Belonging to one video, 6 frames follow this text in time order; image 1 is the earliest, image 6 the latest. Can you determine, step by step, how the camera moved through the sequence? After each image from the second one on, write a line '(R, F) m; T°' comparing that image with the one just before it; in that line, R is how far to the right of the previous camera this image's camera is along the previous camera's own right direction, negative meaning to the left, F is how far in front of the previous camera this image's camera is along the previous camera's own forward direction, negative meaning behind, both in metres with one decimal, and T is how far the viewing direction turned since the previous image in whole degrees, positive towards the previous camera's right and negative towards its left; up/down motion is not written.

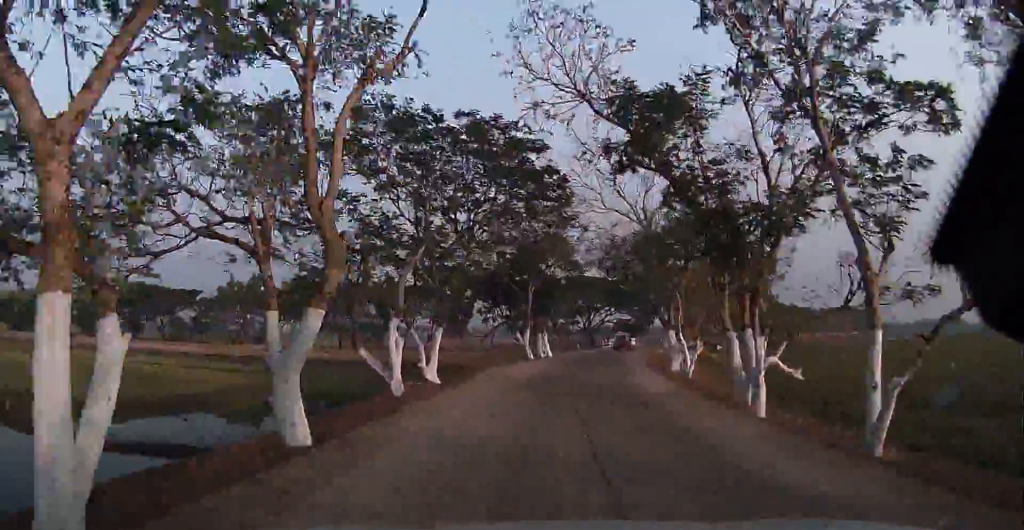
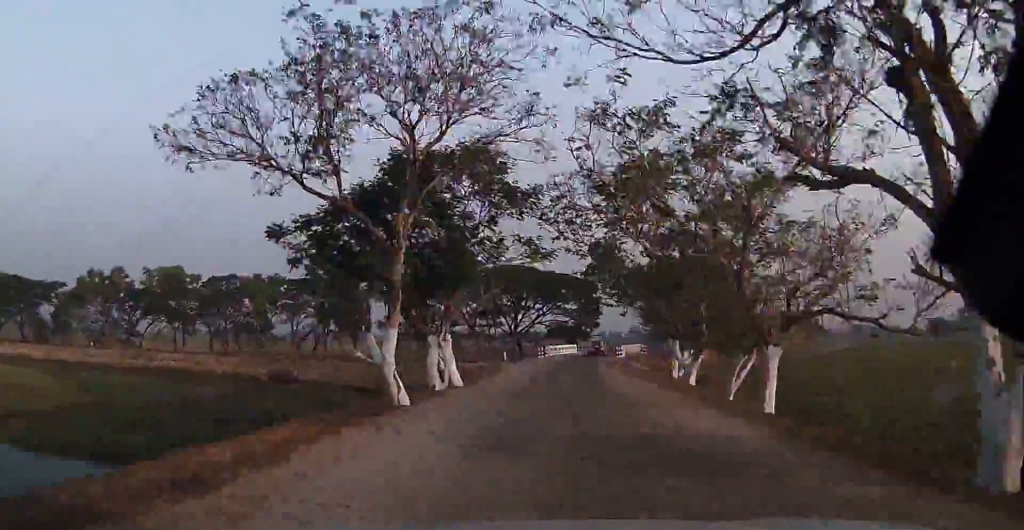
(+1.7, +25.1) m; +6°
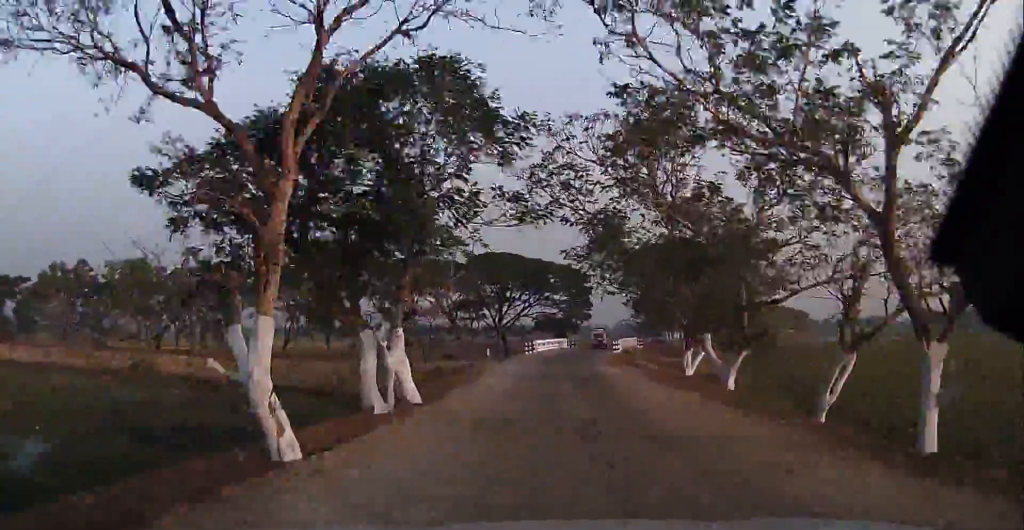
(+0.2, +7.2) m; +1°
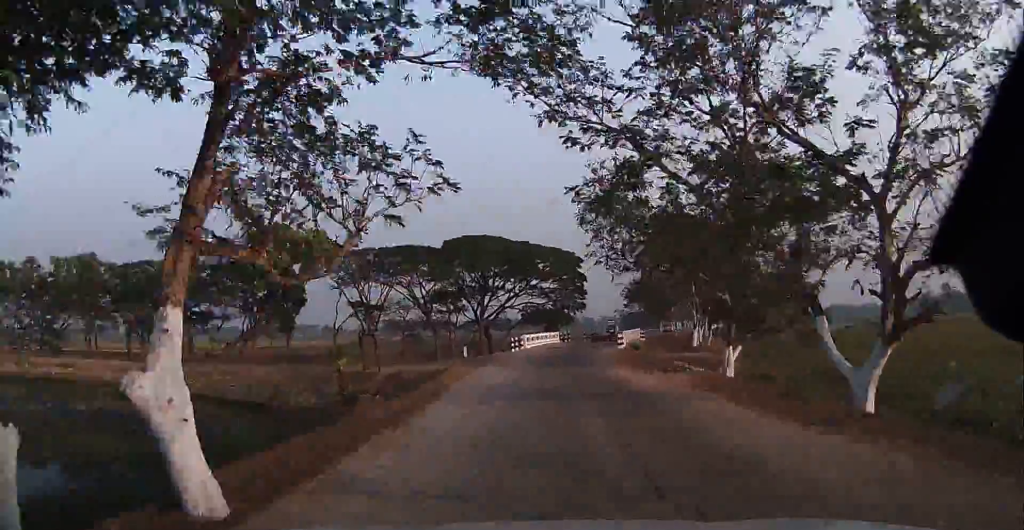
(+0.1, +10.2) m; +1°
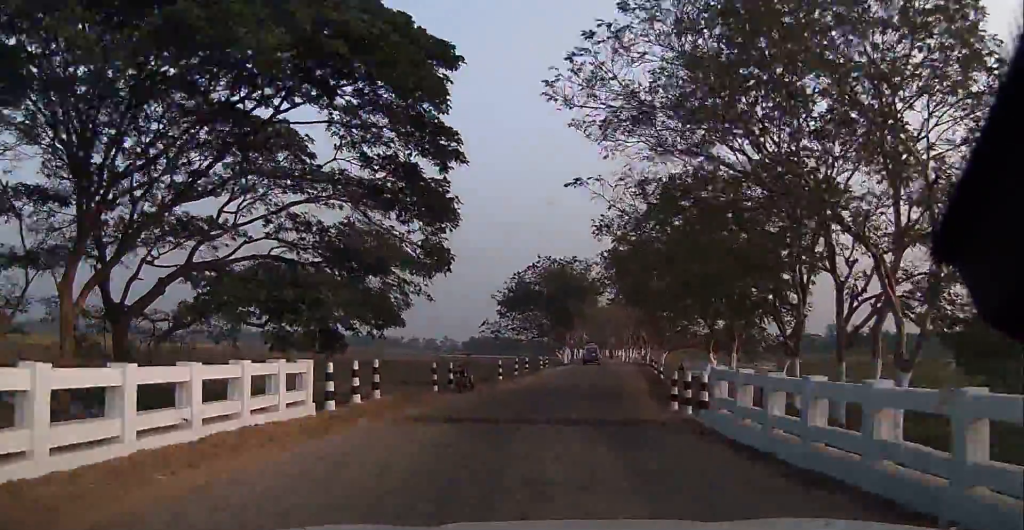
(+6.1, +52.9) m; +14°
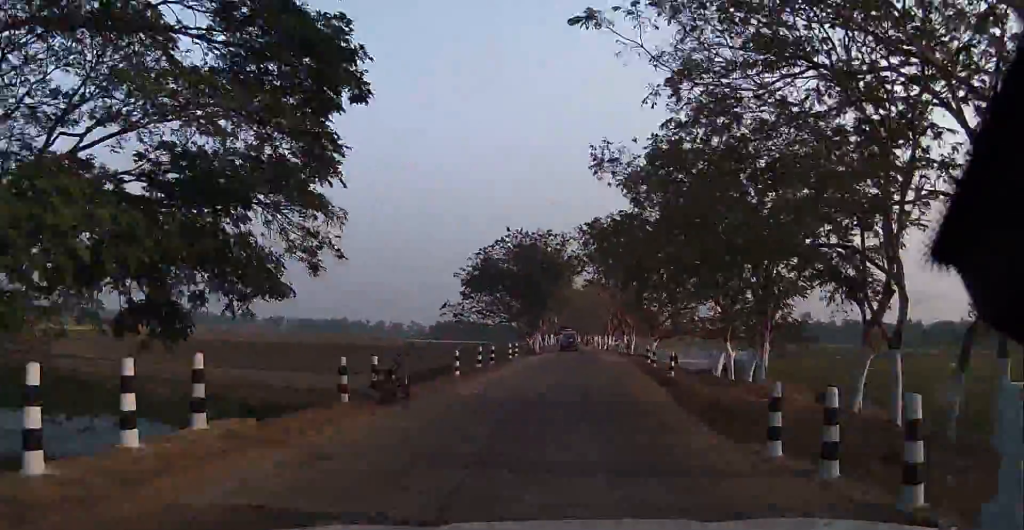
(+0.5, +9.2) m; +3°
